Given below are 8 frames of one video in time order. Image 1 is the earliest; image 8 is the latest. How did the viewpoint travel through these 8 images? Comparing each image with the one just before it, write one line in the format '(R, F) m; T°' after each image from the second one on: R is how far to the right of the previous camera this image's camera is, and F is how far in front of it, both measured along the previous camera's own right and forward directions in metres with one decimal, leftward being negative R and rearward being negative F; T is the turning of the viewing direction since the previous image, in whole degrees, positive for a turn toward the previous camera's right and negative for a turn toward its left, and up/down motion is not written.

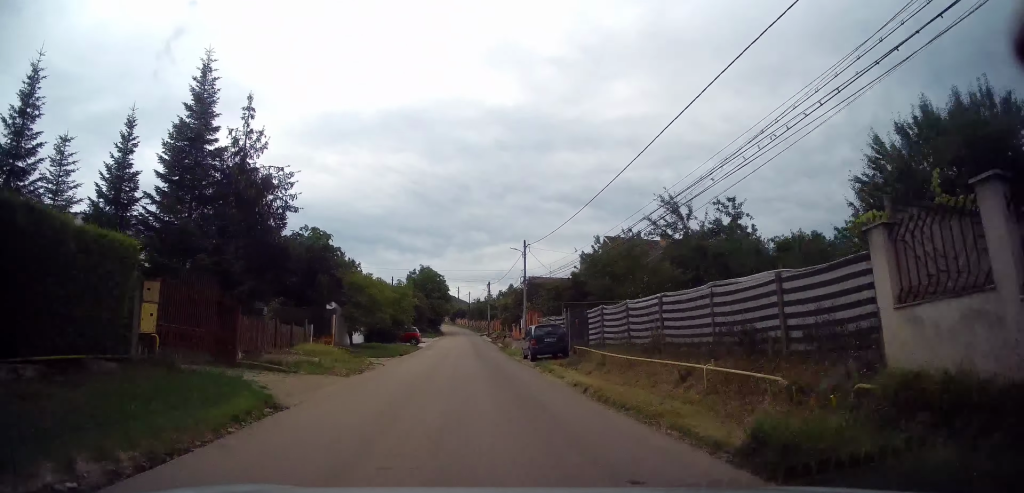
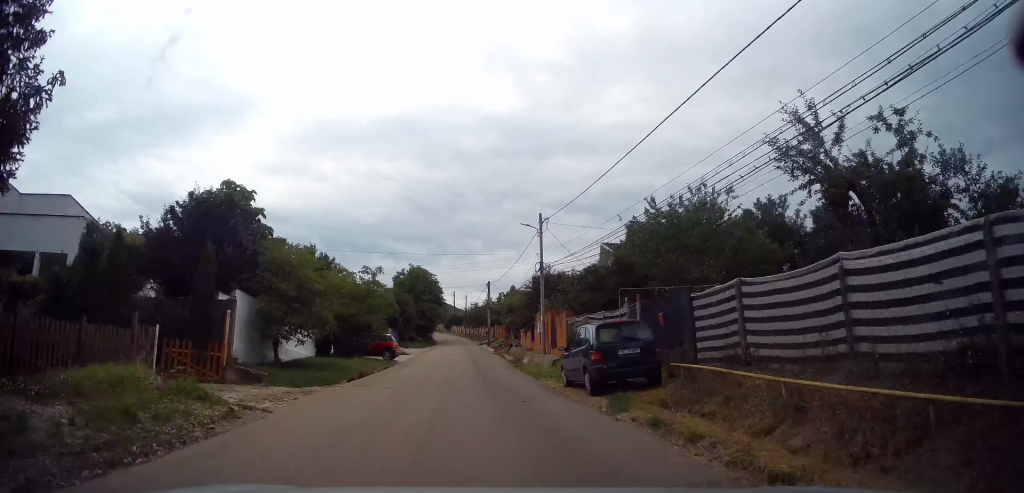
(0.0, +11.9) m; -1°
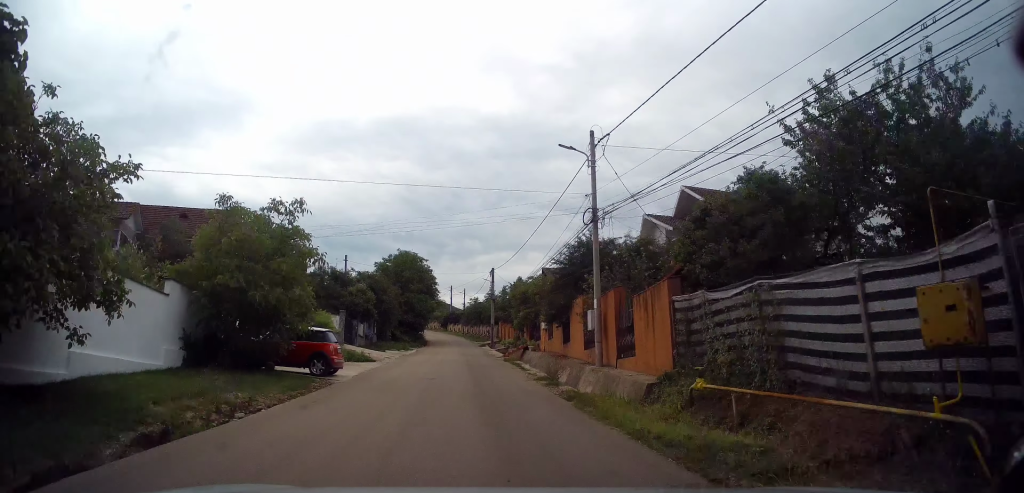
(-0.4, +13.3) m; 0°
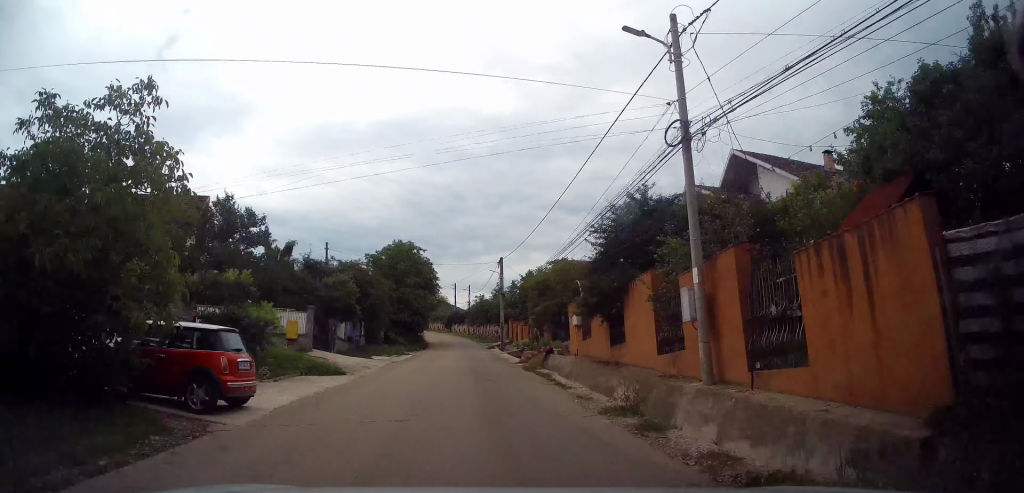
(+0.2, +7.6) m; +1°
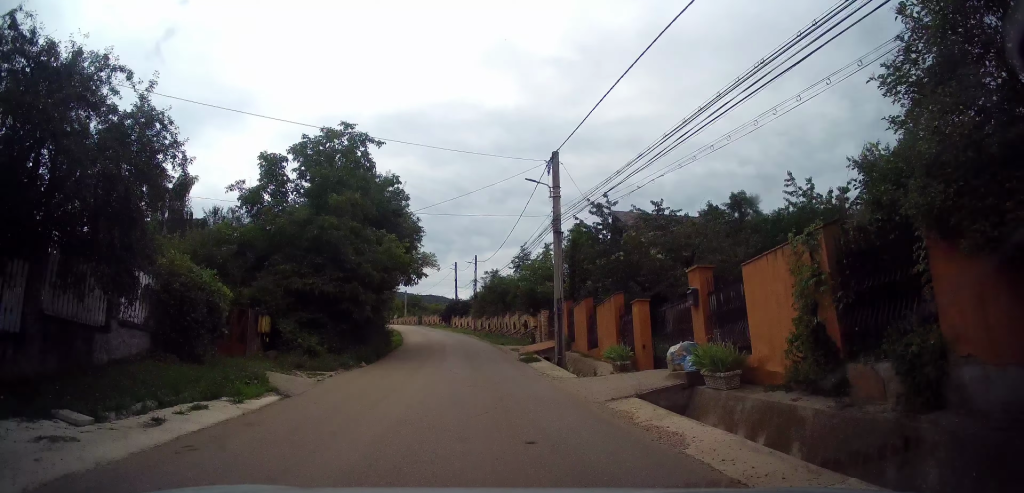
(+0.6, +26.9) m; -1°
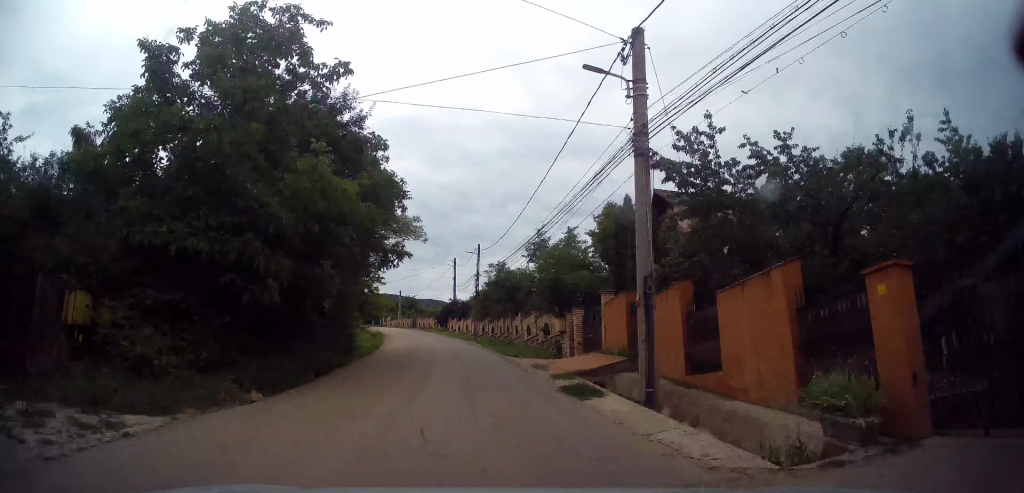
(-0.2, +9.8) m; -1°
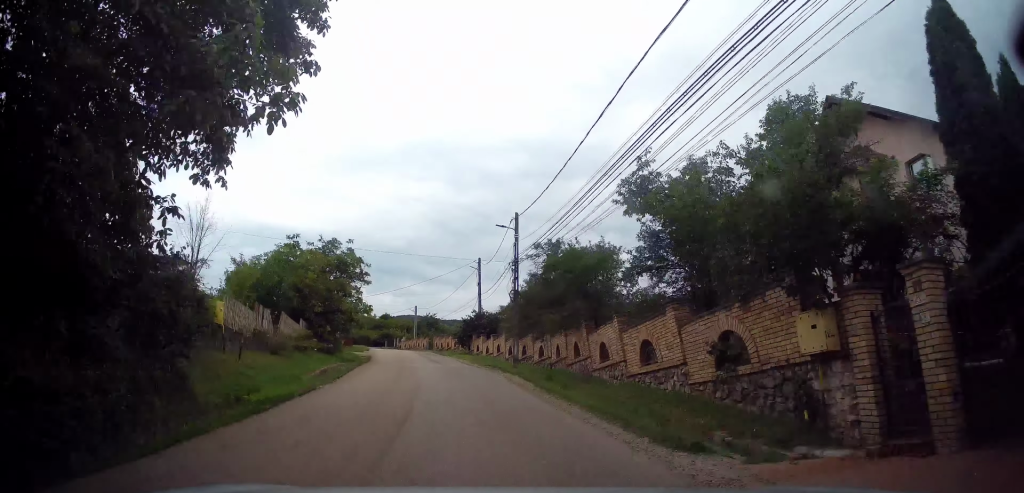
(-0.3, +17.6) m; -2°
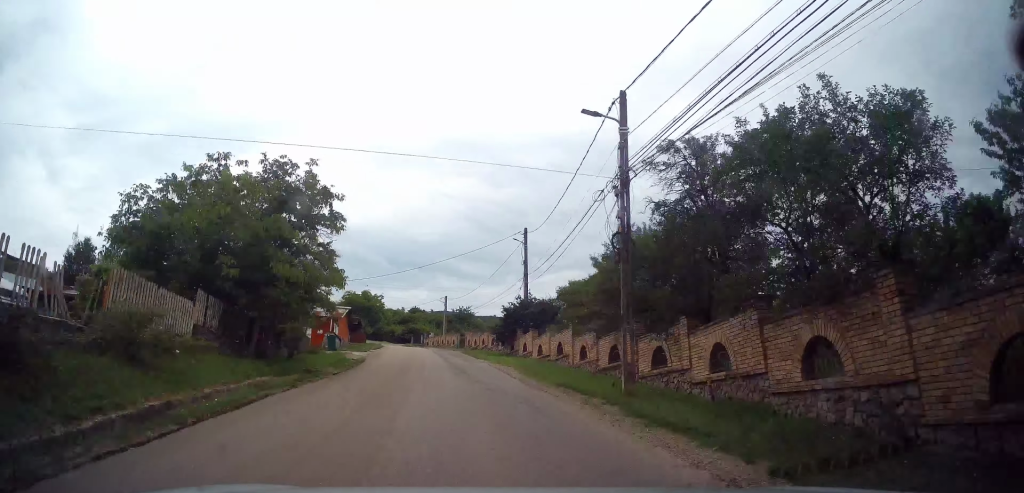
(-0.2, +14.0) m; -2°
